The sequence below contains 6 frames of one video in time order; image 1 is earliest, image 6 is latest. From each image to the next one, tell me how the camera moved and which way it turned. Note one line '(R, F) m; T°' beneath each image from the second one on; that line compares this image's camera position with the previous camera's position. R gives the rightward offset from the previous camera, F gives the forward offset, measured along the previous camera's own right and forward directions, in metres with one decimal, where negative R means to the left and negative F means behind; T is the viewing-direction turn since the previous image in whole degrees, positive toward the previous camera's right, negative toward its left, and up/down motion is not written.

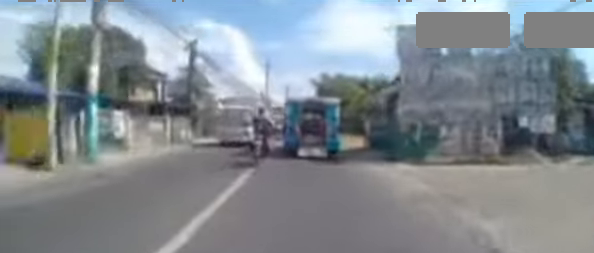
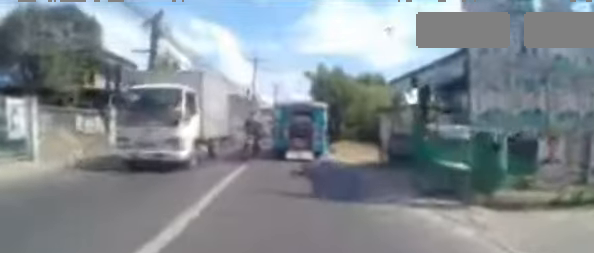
(0.0, +4.5) m; 0°
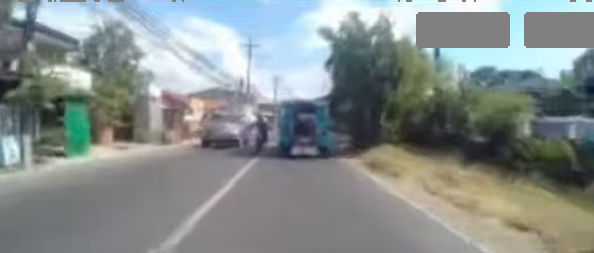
(0.0, +8.4) m; 0°
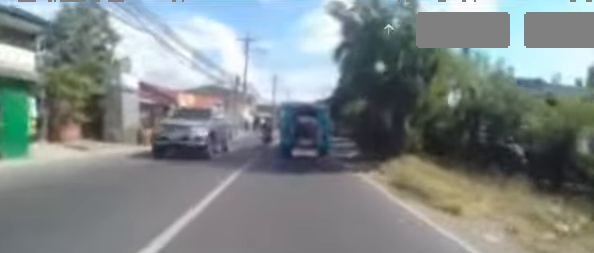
(0.0, +2.8) m; 0°
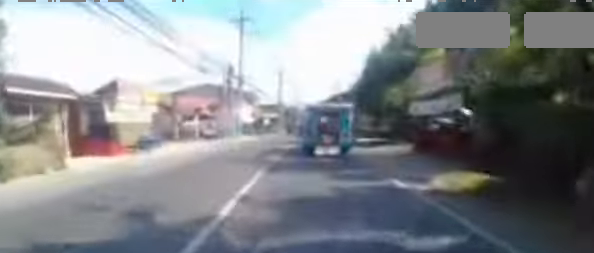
(+0.3, +8.7) m; +5°
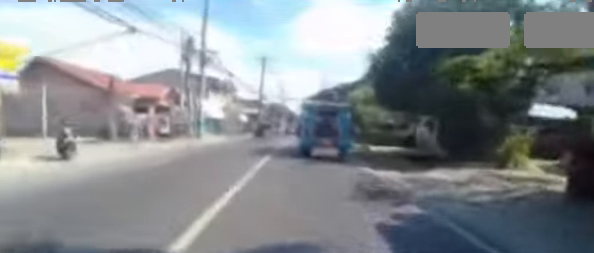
(+0.4, +8.2) m; +3°
